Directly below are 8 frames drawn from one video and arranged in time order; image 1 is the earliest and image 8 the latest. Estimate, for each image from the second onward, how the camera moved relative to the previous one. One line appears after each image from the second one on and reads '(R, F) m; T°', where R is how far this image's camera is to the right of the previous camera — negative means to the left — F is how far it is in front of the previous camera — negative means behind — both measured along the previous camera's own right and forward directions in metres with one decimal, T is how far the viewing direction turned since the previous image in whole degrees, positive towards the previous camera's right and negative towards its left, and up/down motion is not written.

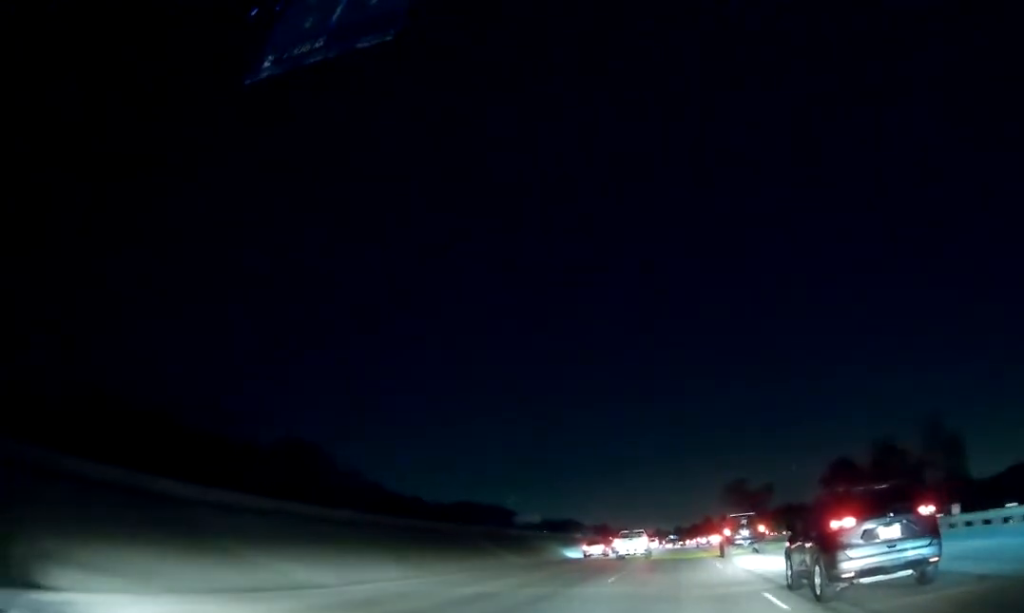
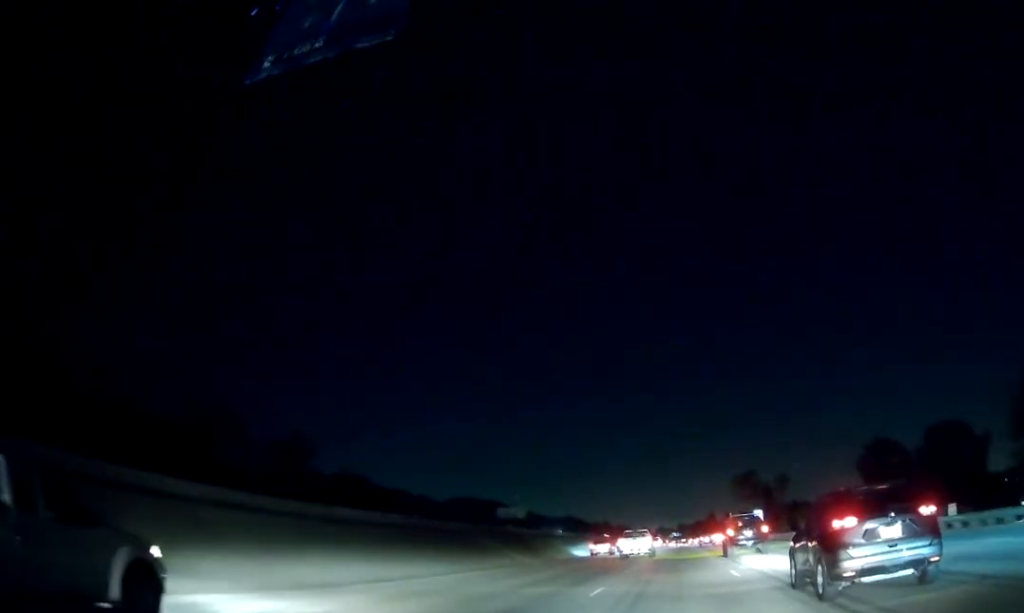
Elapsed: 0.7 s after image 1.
(0.0, +18.4) m; 0°
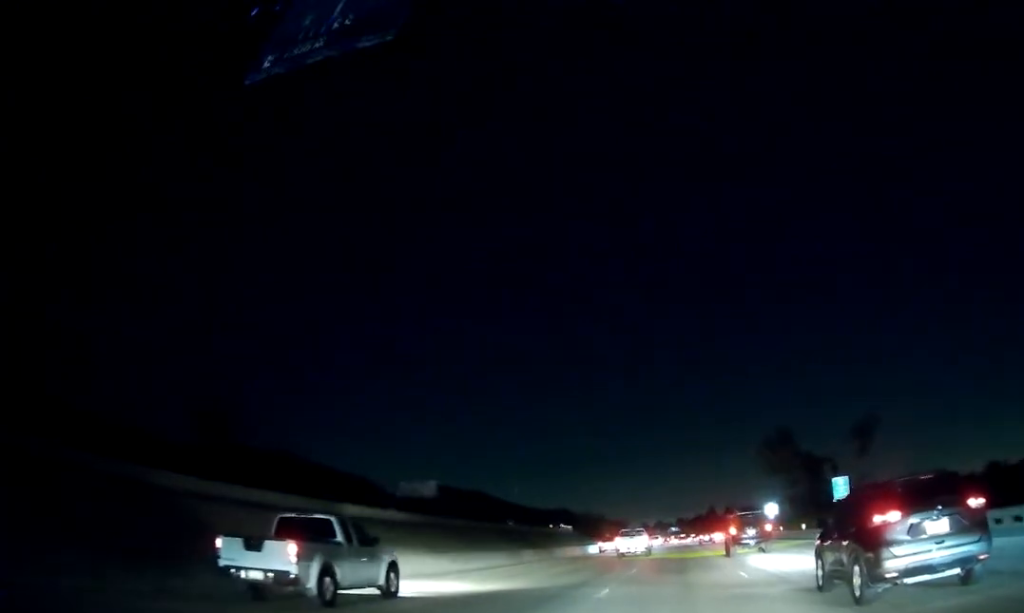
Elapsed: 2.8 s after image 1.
(+0.2, +59.9) m; 0°
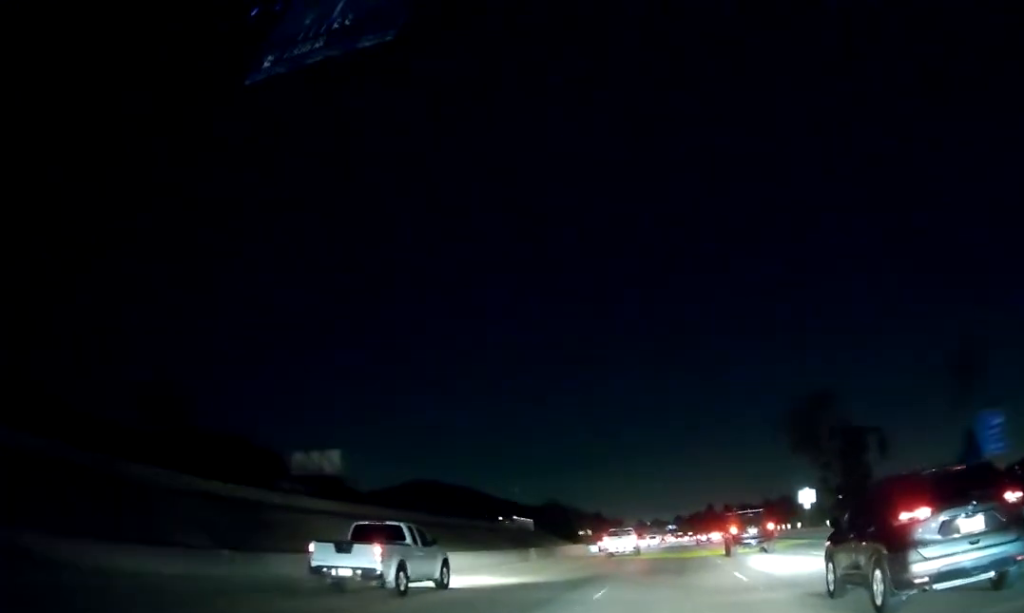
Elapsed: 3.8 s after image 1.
(-0.3, +30.0) m; -1°
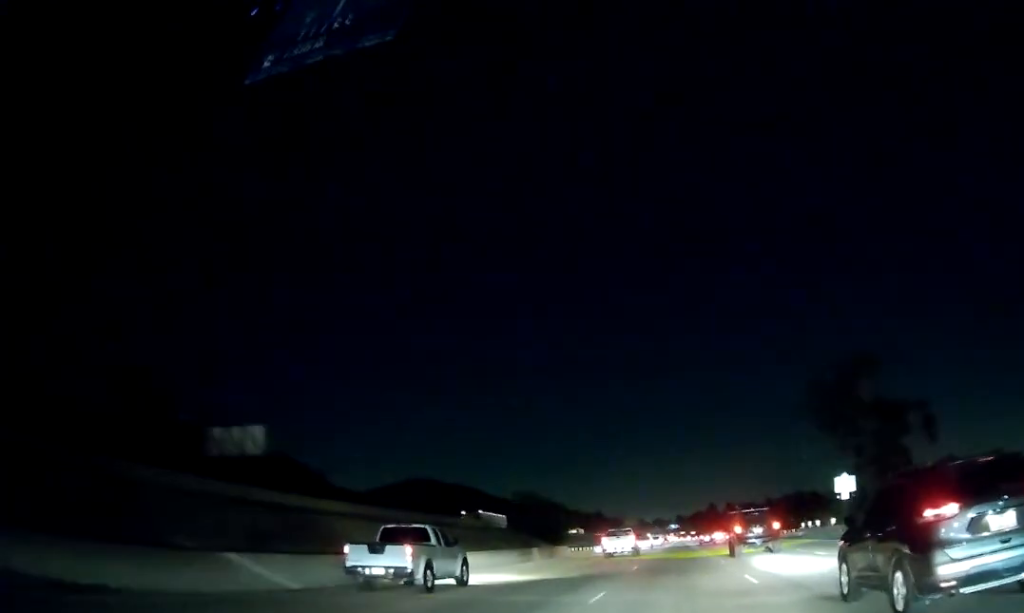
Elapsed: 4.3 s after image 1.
(-0.2, +15.4) m; 0°
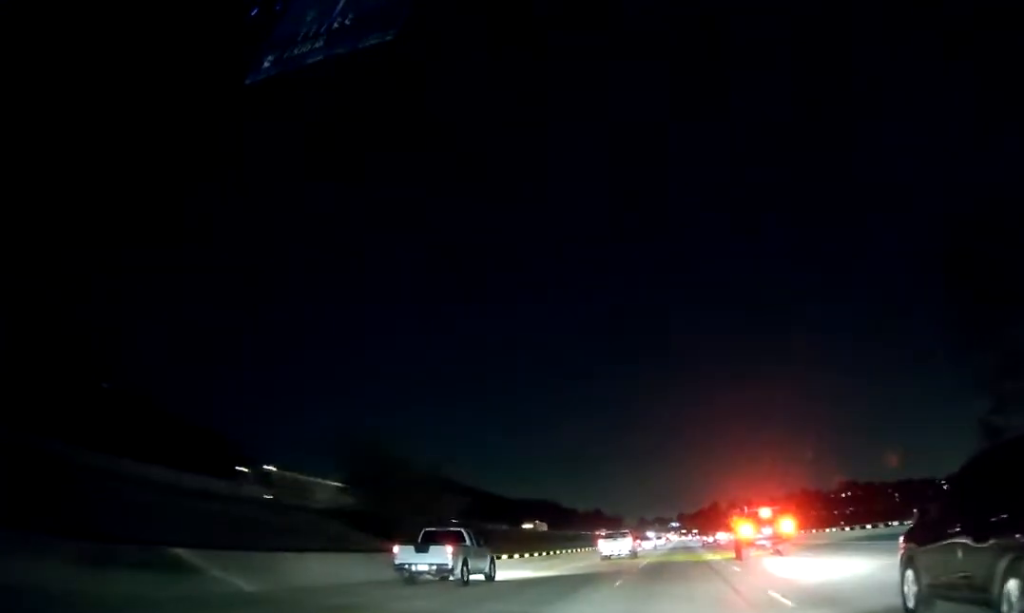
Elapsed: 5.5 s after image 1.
(+0.5, +37.2) m; +1°
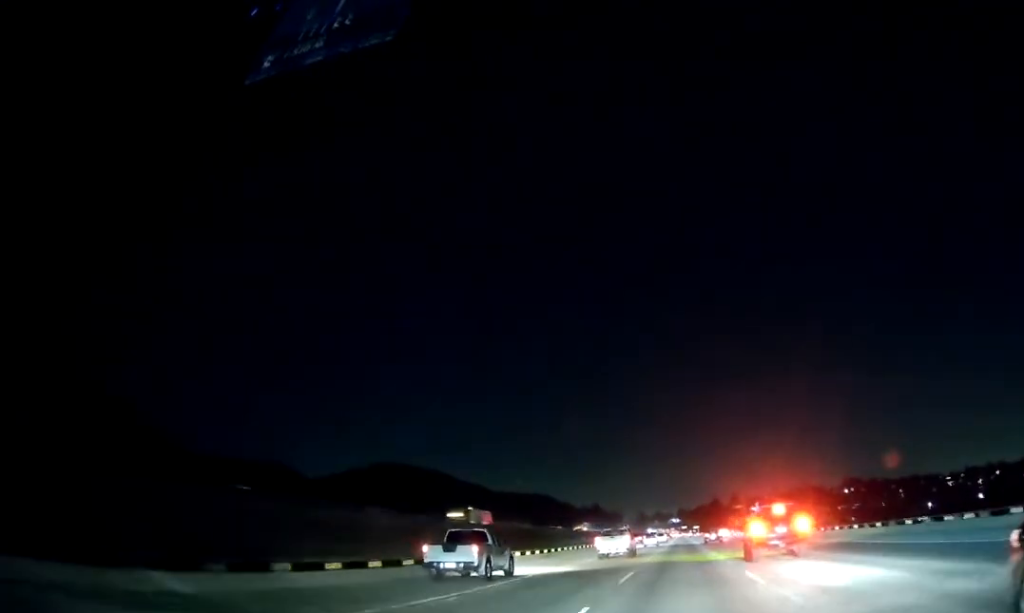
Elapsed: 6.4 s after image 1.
(-0.1, +28.1) m; 0°
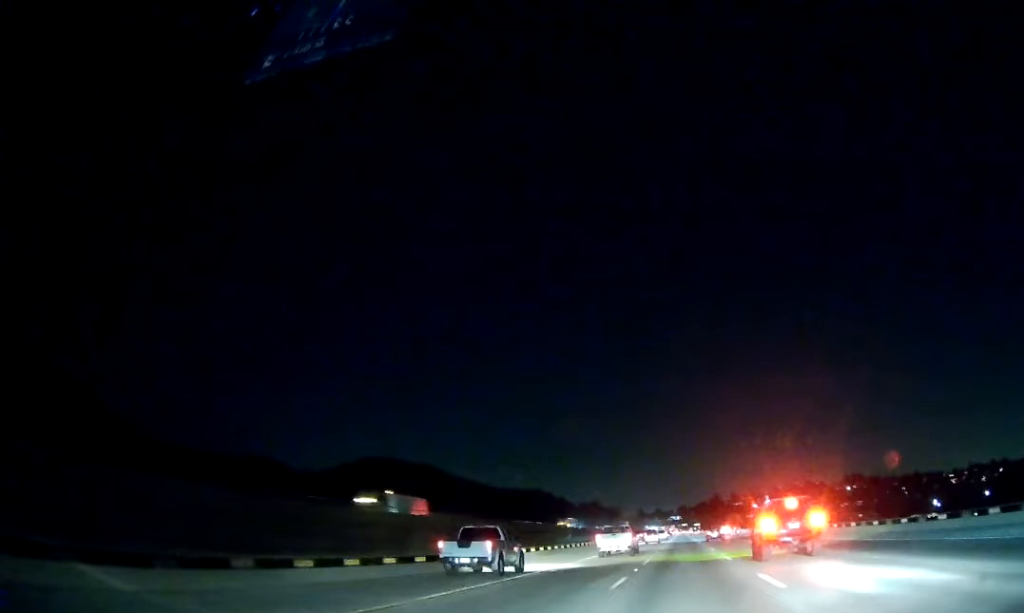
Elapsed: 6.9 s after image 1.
(0.0, +17.8) m; 0°
